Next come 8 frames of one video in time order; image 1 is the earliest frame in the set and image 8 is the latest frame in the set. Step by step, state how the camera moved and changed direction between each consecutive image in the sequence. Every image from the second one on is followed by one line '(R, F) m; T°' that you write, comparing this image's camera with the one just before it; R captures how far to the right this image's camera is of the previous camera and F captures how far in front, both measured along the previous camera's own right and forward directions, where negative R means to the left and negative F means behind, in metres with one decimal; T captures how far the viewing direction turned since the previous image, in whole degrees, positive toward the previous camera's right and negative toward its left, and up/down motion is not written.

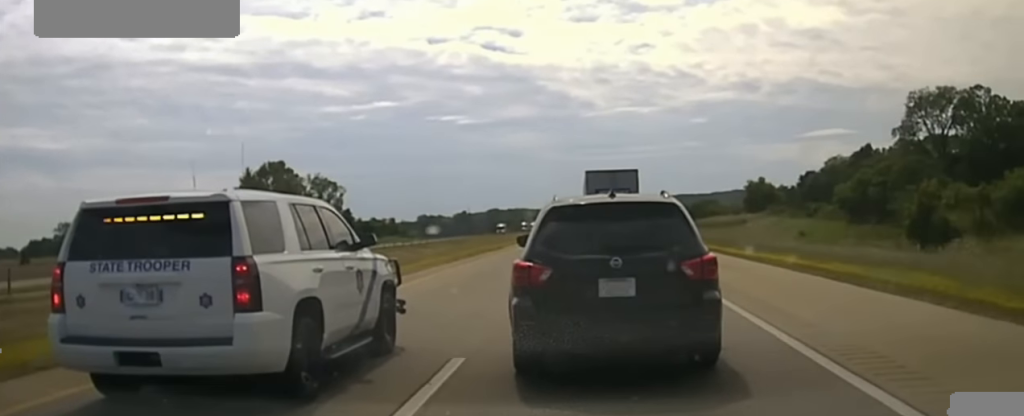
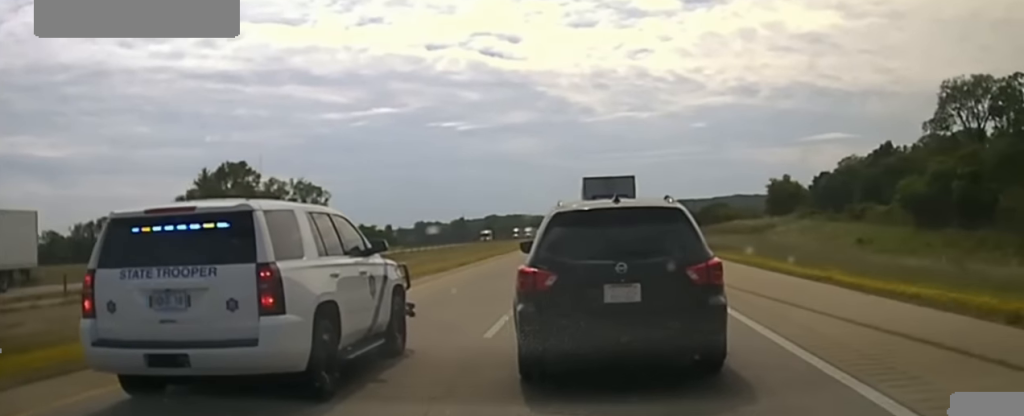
(+0.1, +17.2) m; 0°
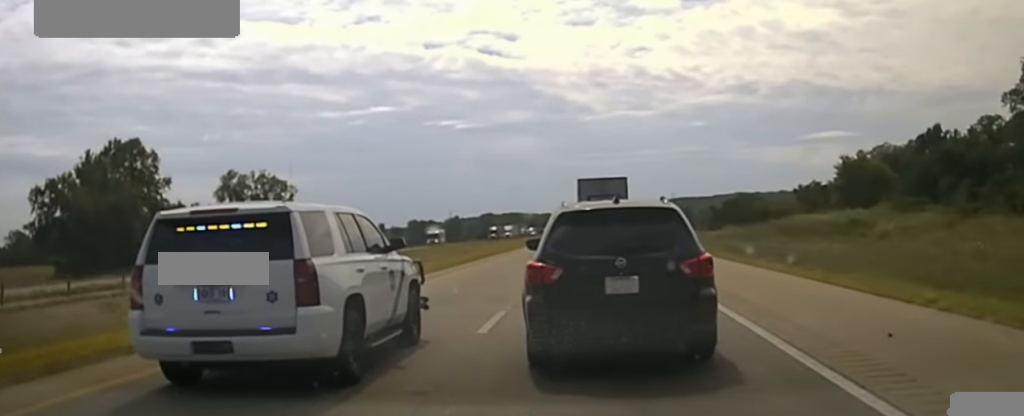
(+0.1, +35.0) m; 0°
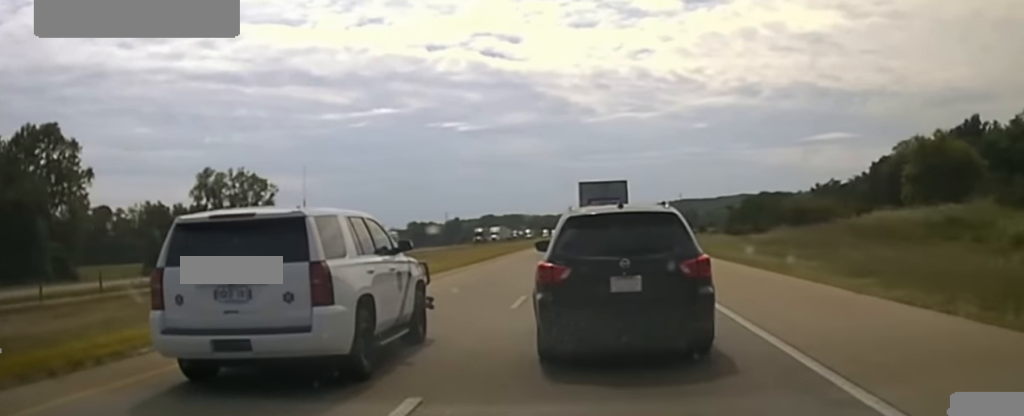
(0.0, +20.1) m; 0°
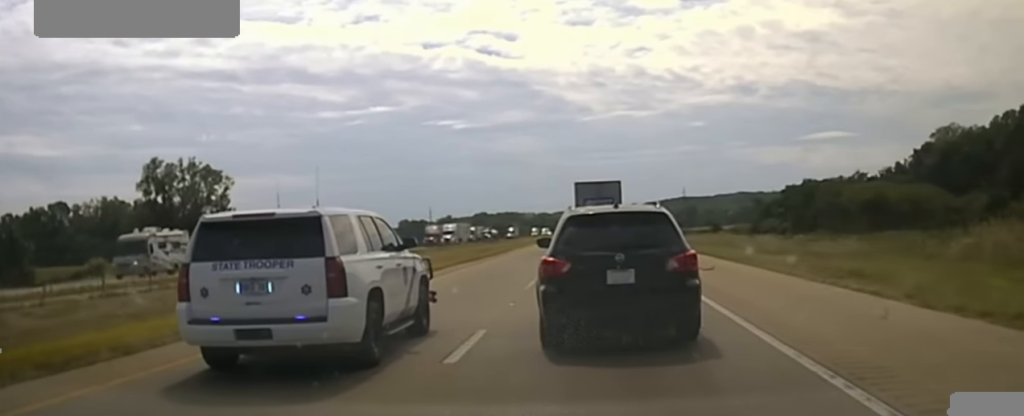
(-0.1, +31.7) m; 0°
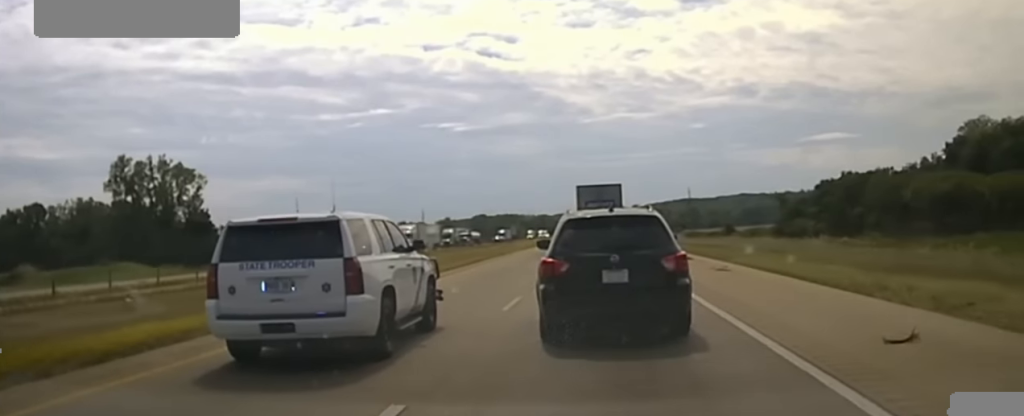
(0.0, +17.5) m; 0°
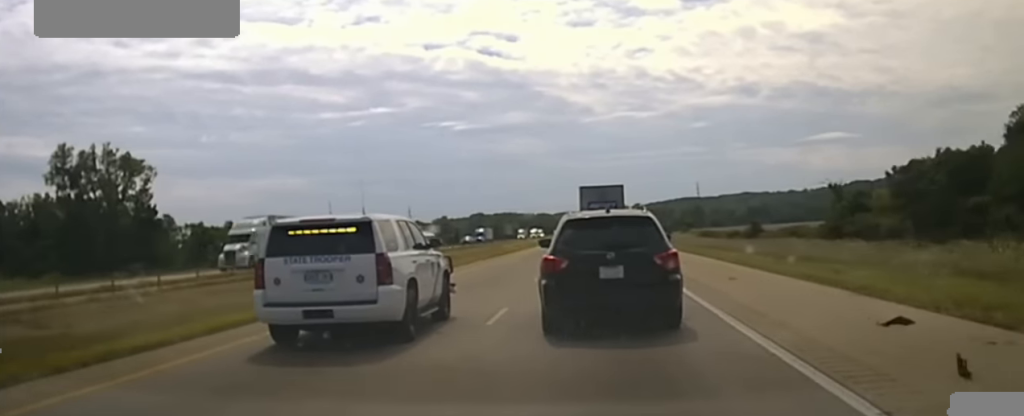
(-0.1, +27.0) m; 0°
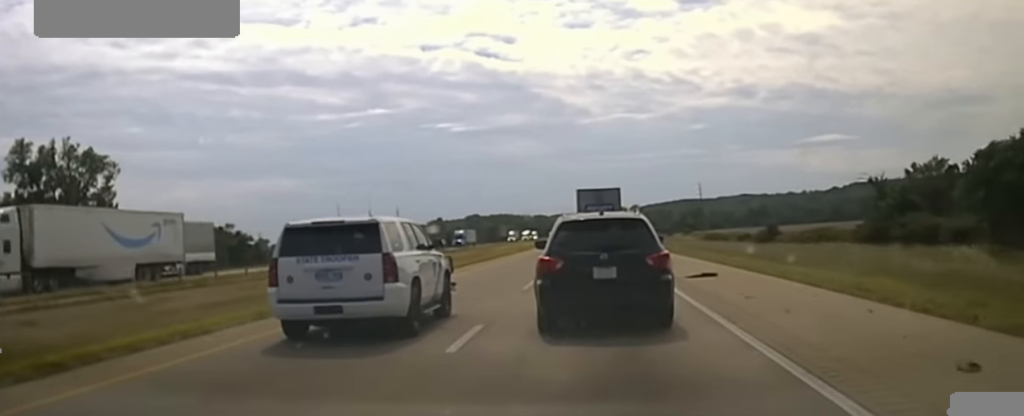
(-0.1, +15.1) m; 0°
